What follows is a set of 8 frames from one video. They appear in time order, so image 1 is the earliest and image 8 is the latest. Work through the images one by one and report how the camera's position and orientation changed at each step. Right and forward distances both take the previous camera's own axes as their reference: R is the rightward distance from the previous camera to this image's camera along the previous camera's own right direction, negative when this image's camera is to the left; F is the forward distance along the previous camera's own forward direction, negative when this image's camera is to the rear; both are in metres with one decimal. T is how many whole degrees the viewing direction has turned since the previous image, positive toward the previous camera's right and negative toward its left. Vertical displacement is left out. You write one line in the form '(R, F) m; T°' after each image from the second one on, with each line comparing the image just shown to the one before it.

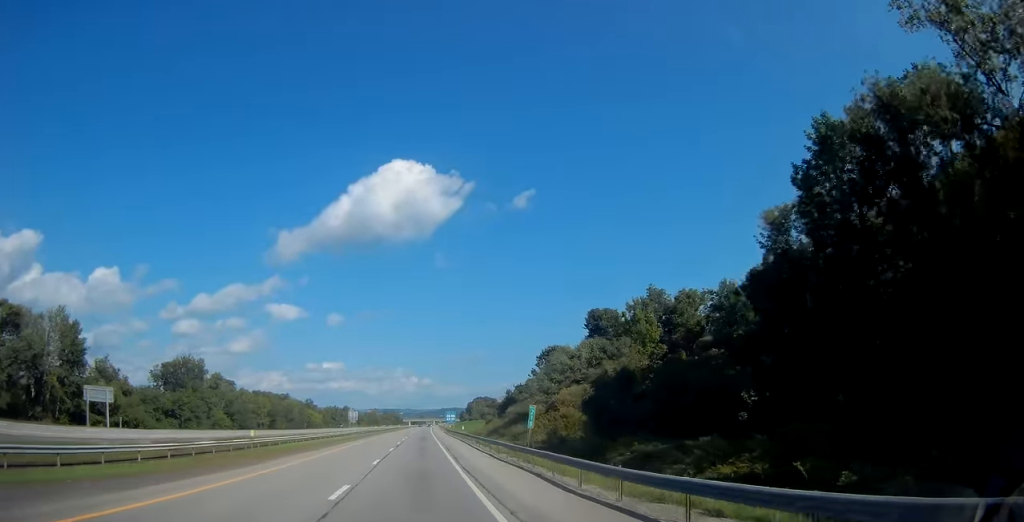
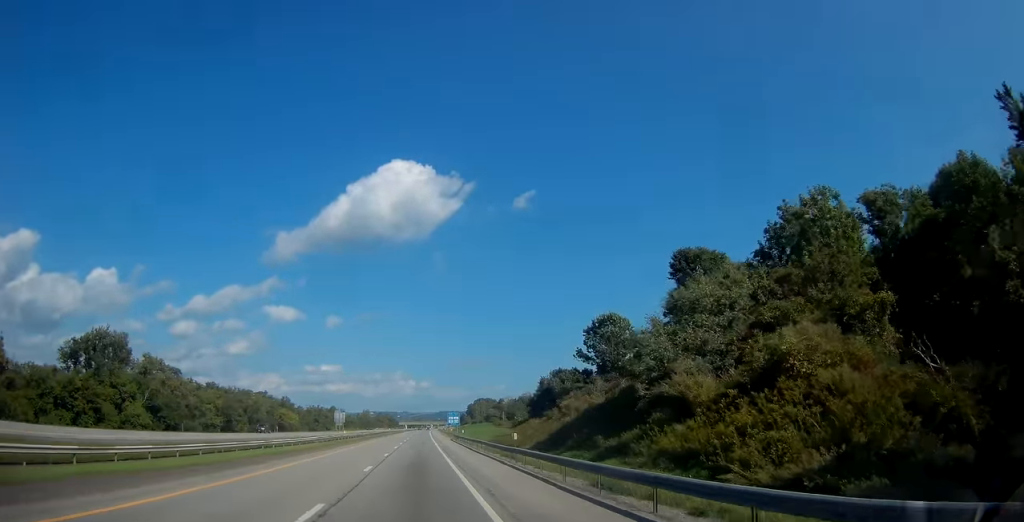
(+0.1, +40.4) m; +1°
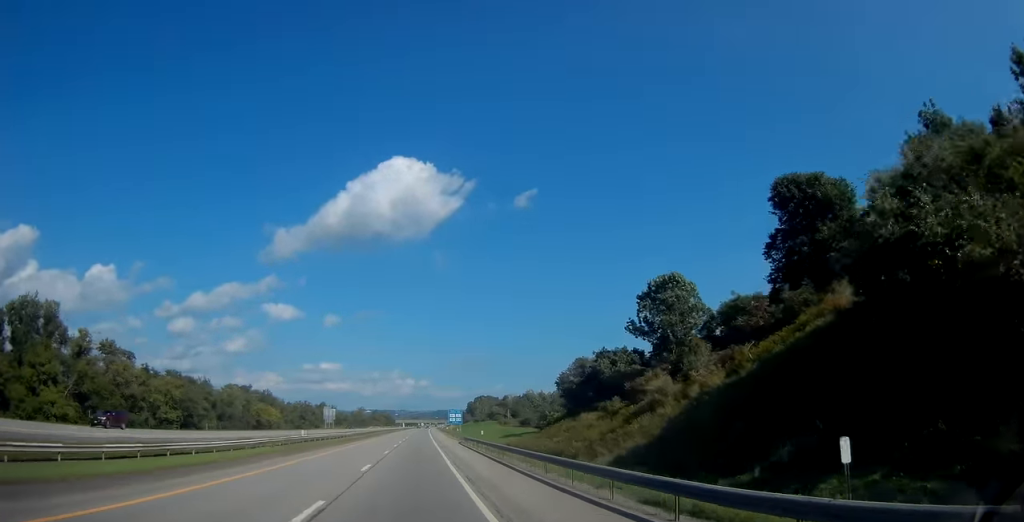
(+0.3, +24.0) m; 0°
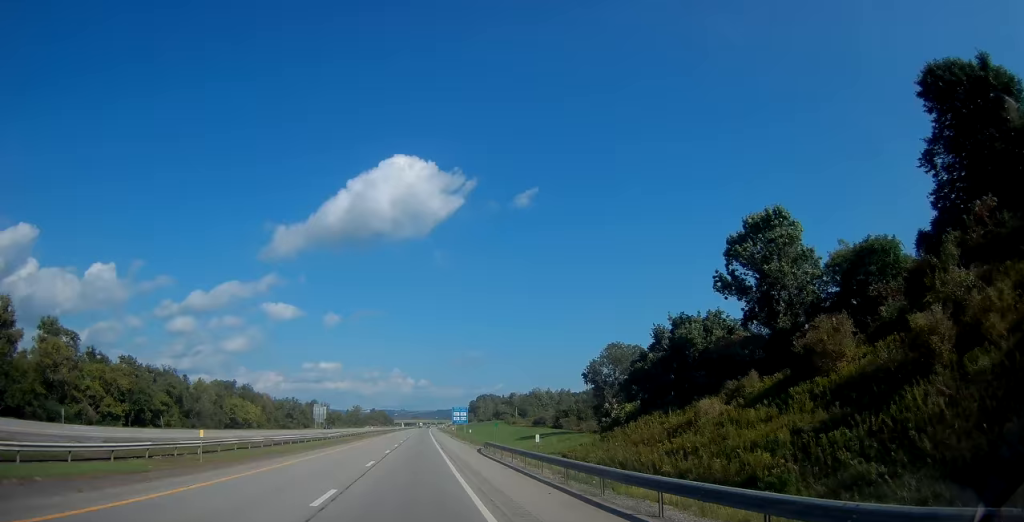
(-0.1, +22.1) m; 0°
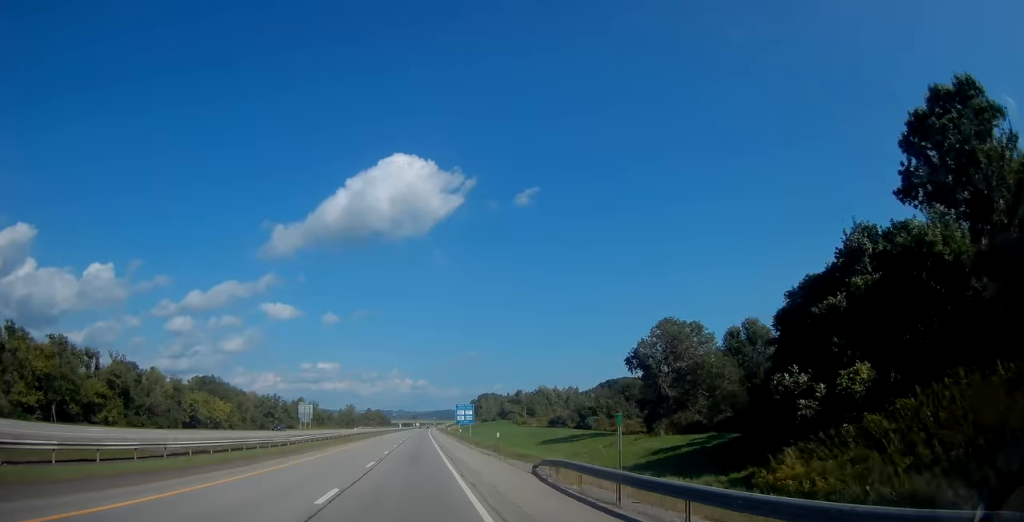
(0.0, +24.0) m; 0°
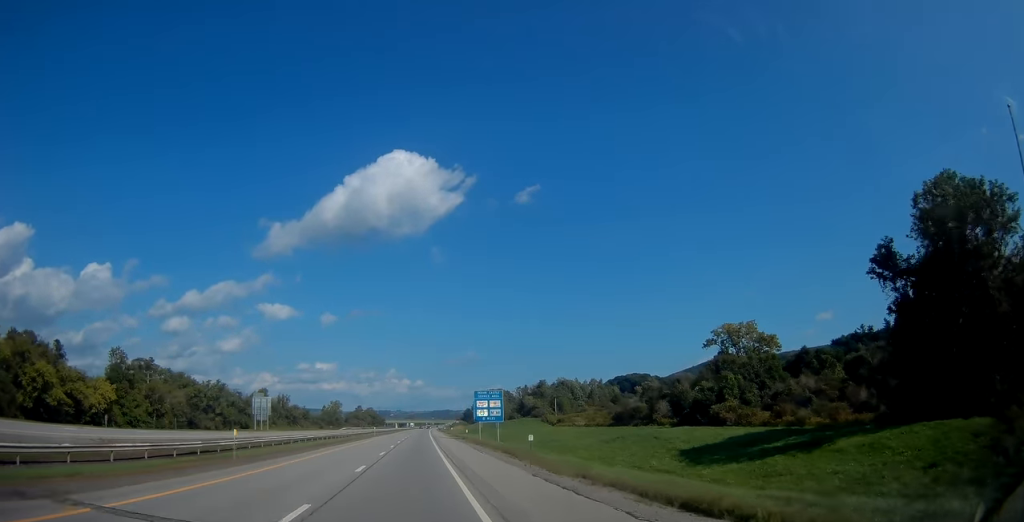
(-0.1, +52.0) m; 0°
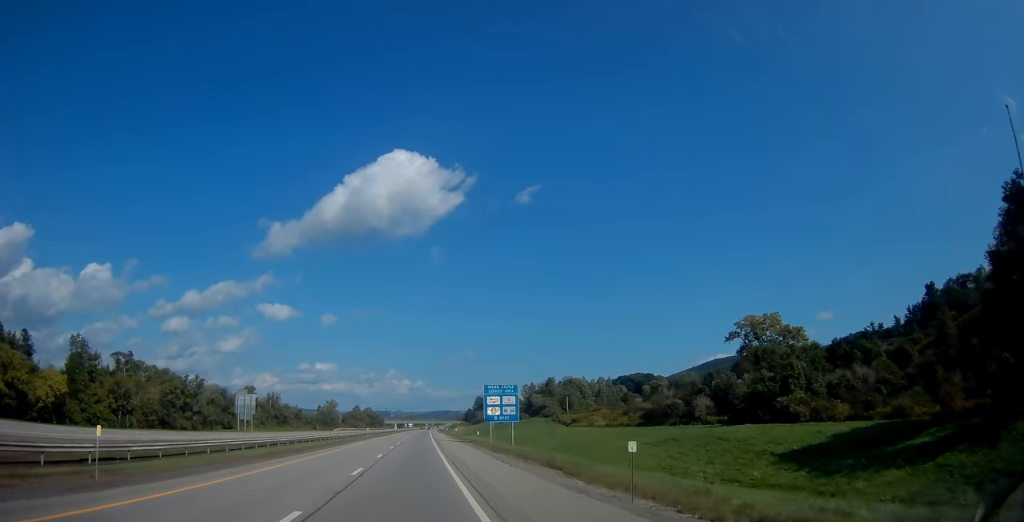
(+0.2, +13.5) m; 0°
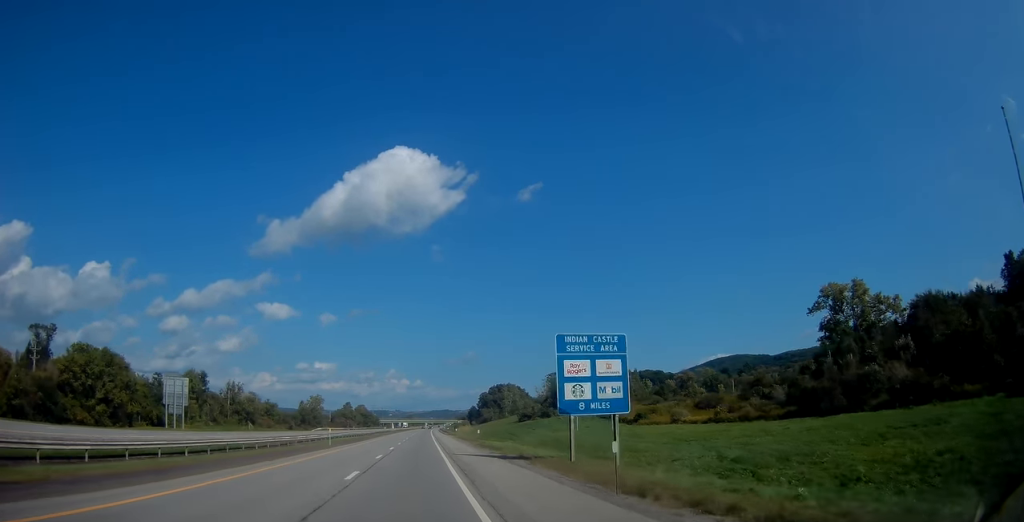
(-0.2, +38.5) m; 0°
